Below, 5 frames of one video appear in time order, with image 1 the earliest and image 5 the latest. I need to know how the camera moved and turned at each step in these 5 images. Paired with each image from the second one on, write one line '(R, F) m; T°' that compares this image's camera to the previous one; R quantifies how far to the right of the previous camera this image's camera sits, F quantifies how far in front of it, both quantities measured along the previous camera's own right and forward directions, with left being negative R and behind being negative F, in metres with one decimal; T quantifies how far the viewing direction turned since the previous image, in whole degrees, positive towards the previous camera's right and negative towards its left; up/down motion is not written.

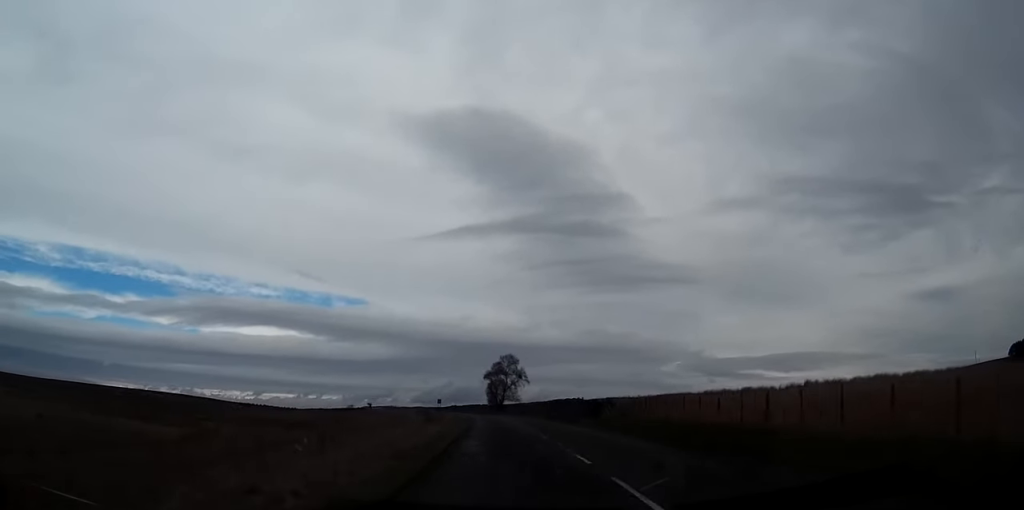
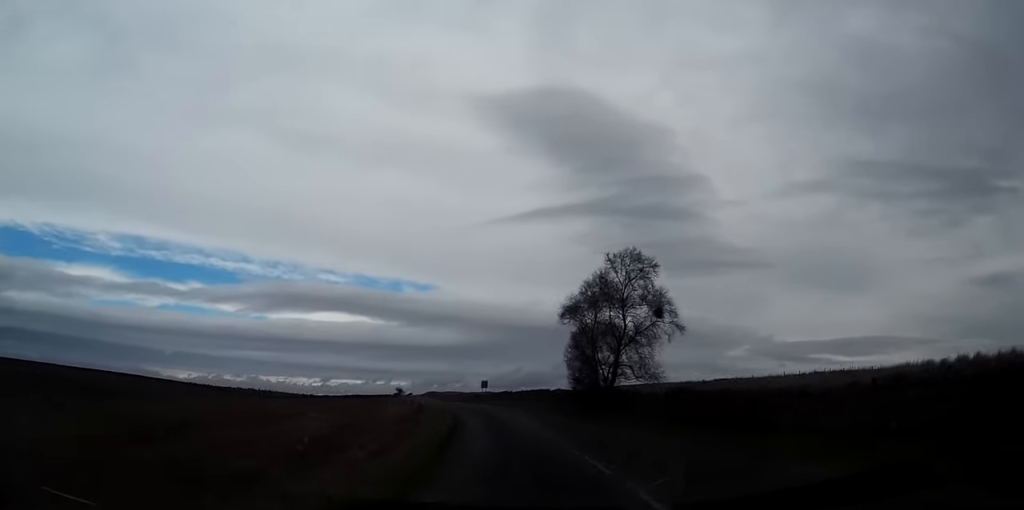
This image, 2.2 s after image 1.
(-1.5, +63.2) m; -4°
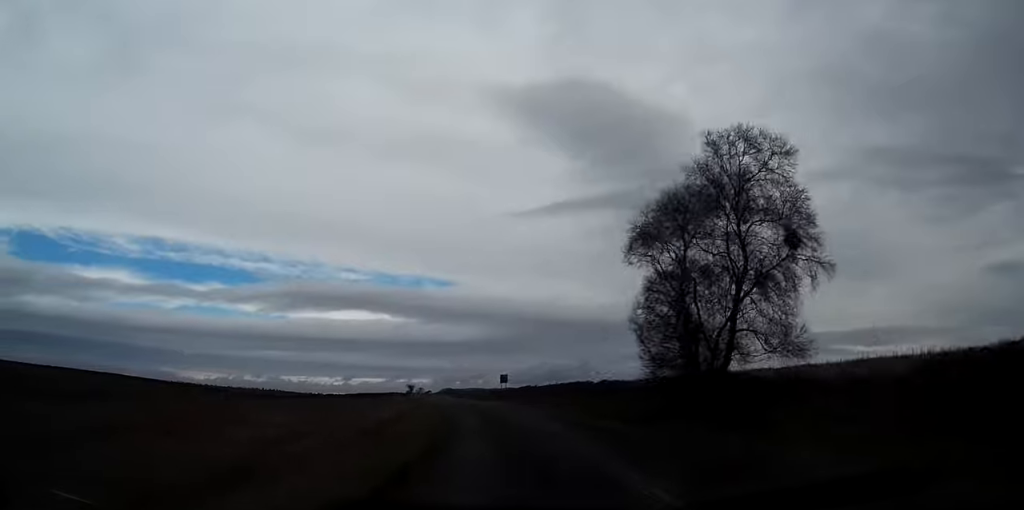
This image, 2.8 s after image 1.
(-0.4, +16.1) m; -2°
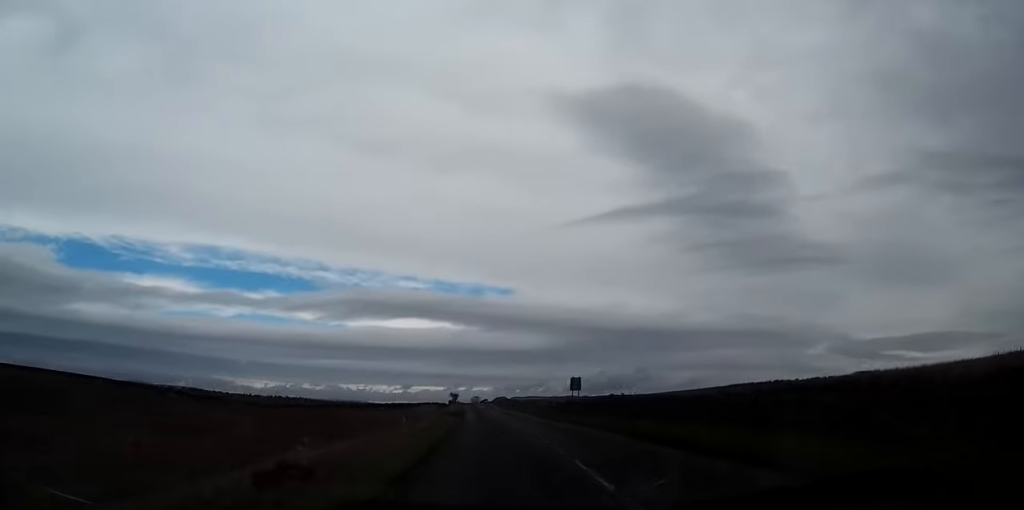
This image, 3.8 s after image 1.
(-1.1, +29.5) m; -4°
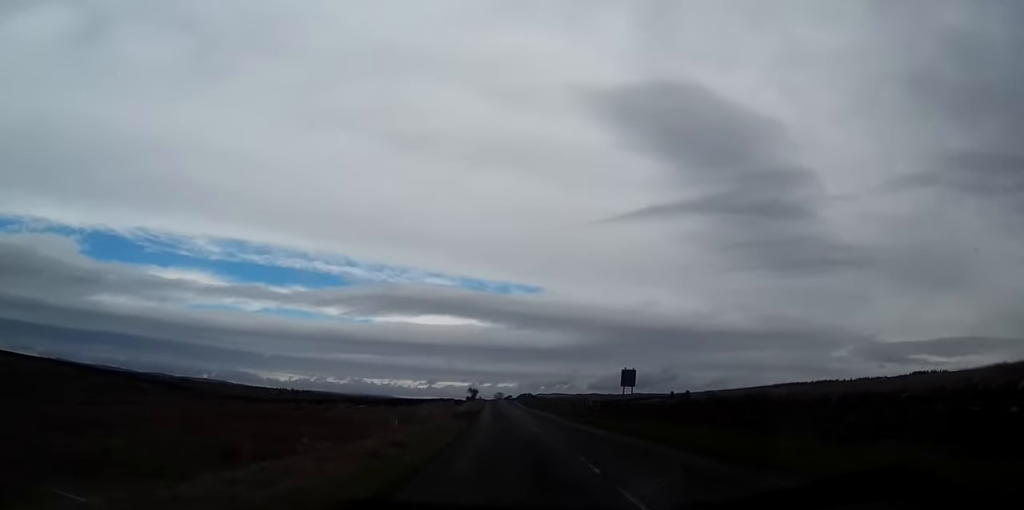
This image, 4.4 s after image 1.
(-0.3, +15.4) m; -2°
